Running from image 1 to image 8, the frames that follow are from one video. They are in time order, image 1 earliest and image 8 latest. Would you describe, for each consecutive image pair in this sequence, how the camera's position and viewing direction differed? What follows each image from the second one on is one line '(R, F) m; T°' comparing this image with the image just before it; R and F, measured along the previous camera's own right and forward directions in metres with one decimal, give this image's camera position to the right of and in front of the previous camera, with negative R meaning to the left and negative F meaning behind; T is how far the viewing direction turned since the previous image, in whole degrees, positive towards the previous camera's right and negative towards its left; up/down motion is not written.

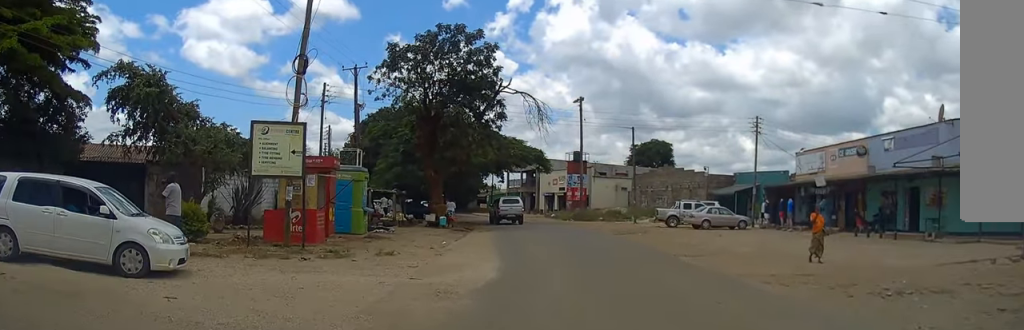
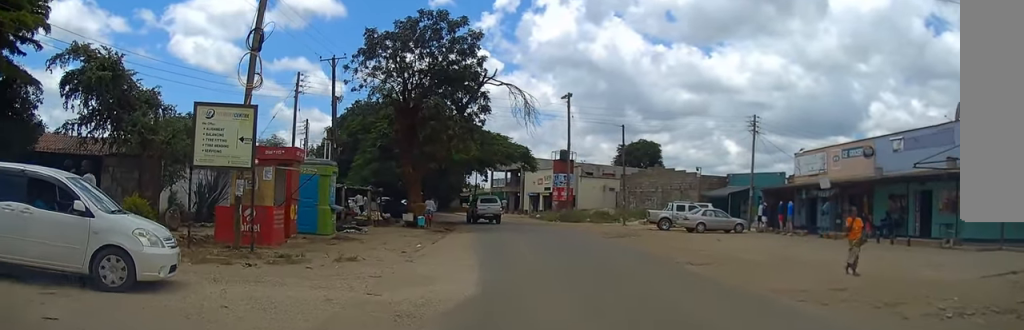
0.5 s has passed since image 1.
(0.0, +2.2) m; 0°
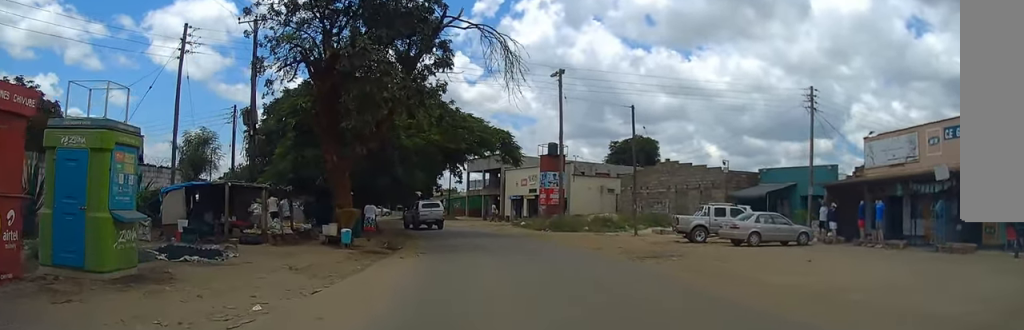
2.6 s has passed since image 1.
(0.0, +10.5) m; -1°
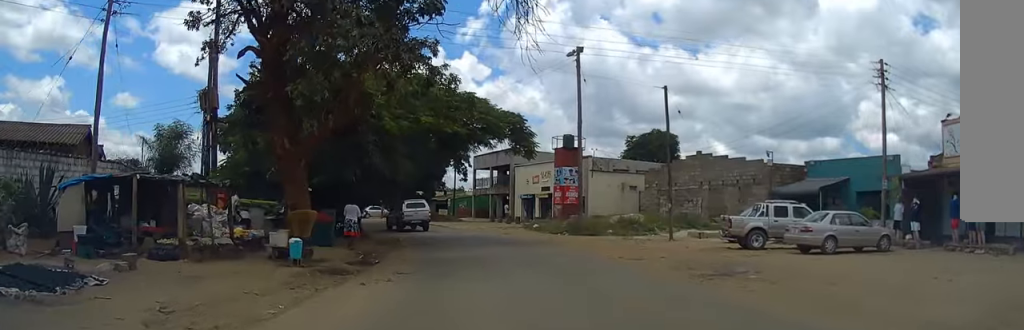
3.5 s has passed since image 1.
(-0.1, +5.7) m; -1°
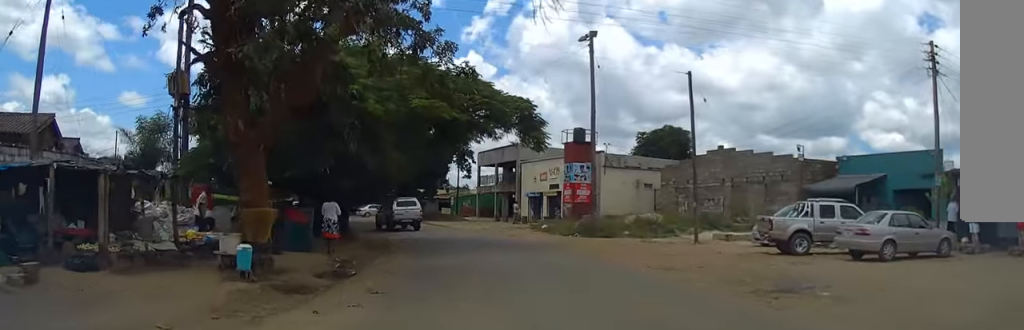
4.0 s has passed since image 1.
(0.0, +3.2) m; 0°
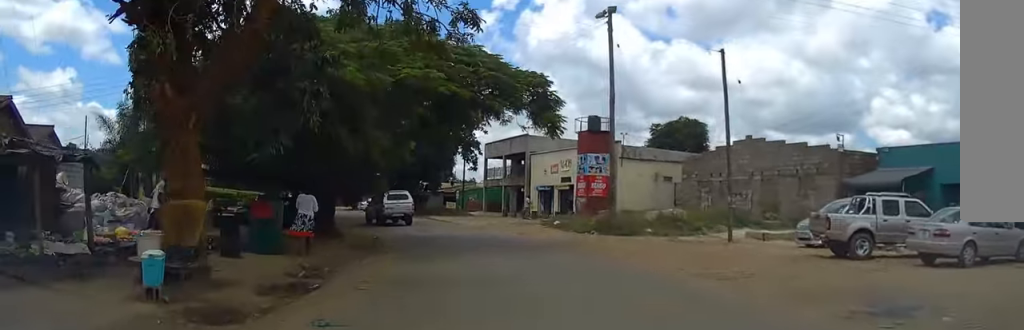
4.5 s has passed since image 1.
(0.0, +3.4) m; 0°
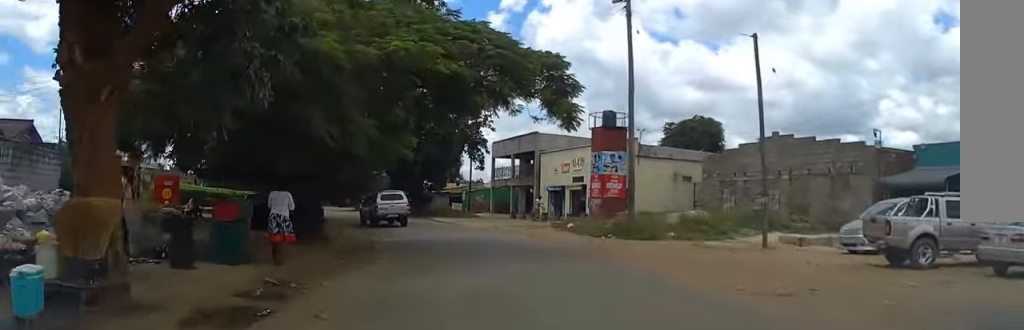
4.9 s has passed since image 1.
(0.0, +2.6) m; 0°
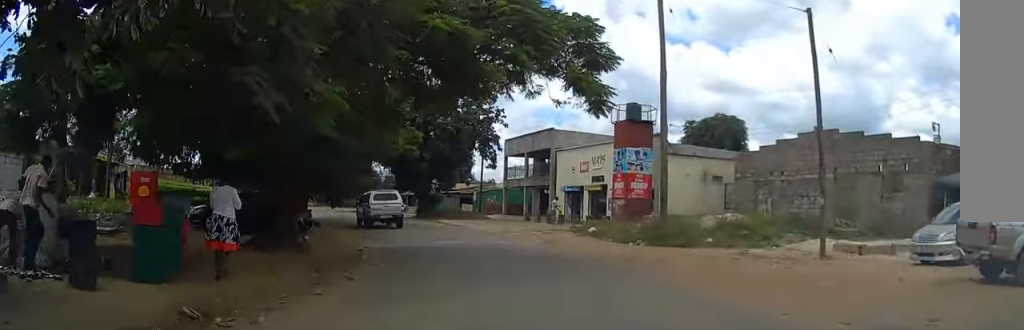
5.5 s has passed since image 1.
(0.0, +3.4) m; -1°
